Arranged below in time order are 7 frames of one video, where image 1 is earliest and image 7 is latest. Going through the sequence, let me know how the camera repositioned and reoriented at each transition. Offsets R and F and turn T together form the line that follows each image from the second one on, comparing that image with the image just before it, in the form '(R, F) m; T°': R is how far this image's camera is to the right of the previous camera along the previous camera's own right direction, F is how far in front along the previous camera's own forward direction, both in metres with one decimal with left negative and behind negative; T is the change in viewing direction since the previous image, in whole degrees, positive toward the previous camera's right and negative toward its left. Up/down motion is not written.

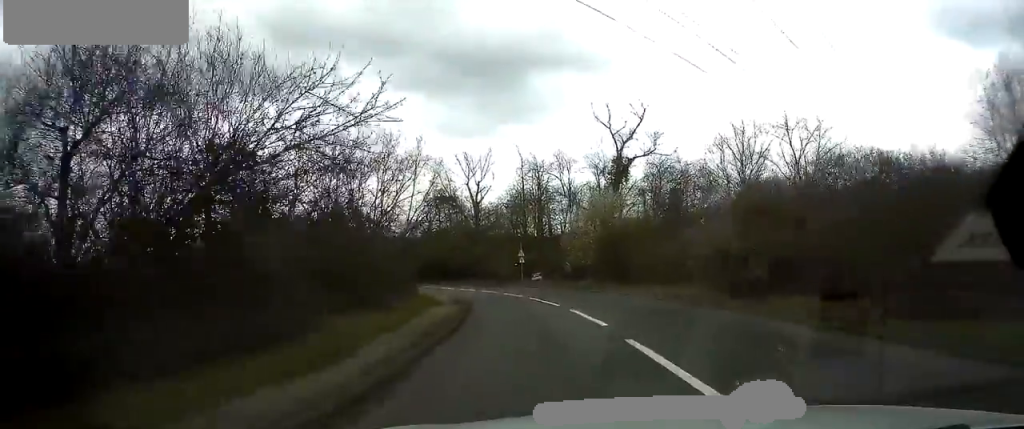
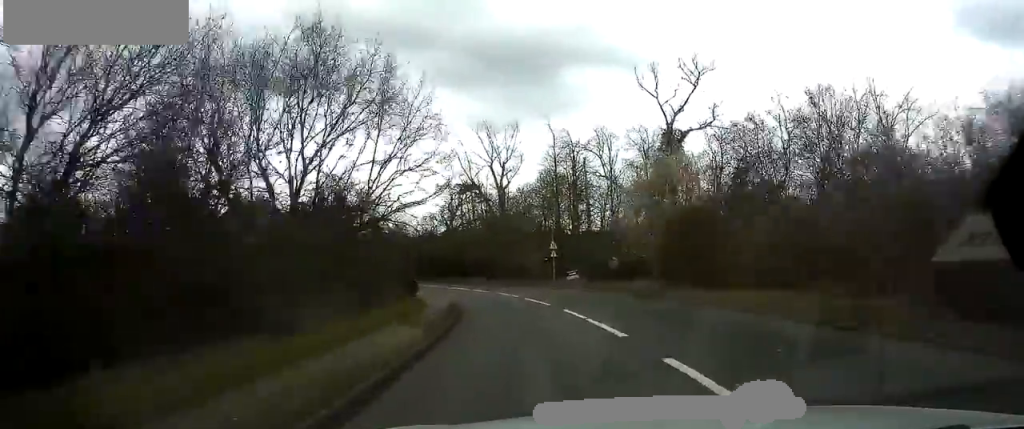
(+0.1, +11.8) m; -2°
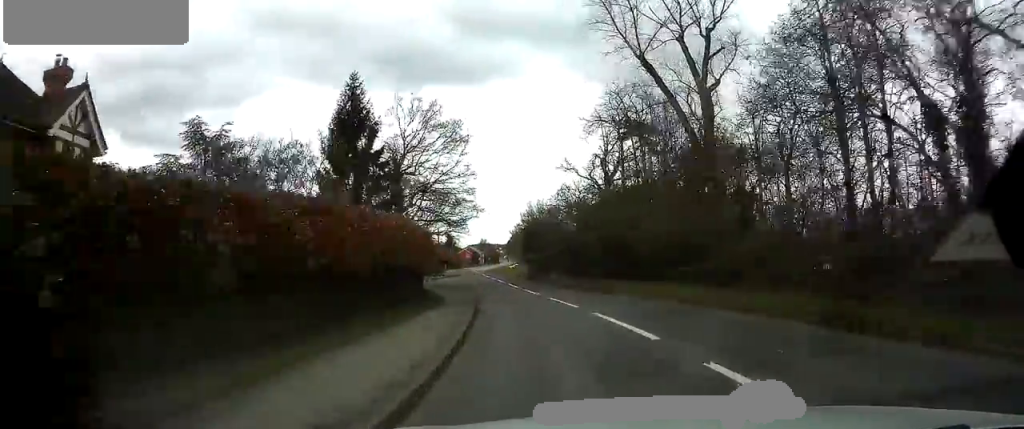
(-5.3, +39.3) m; -16°
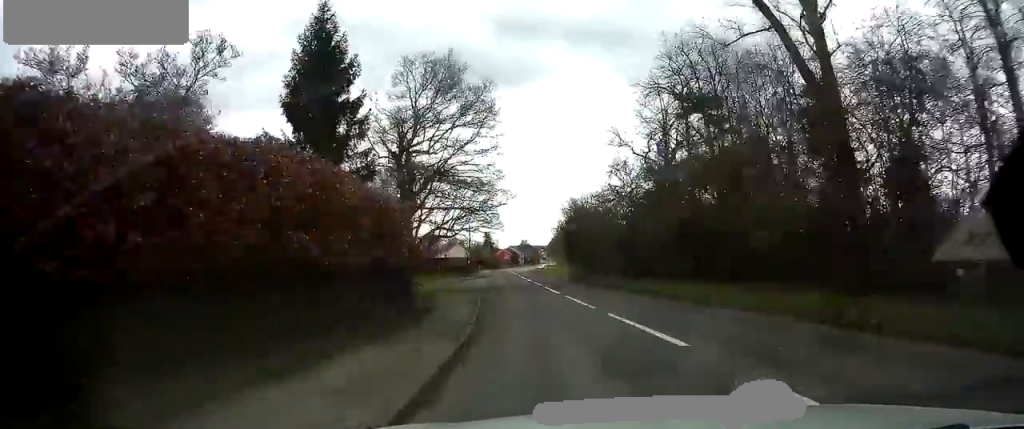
(-0.4, +10.8) m; -4°
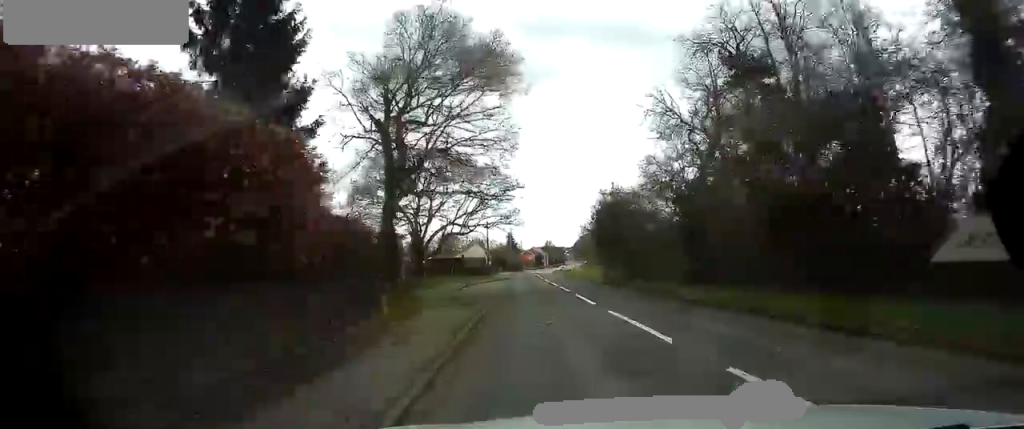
(-0.3, +8.6) m; -3°
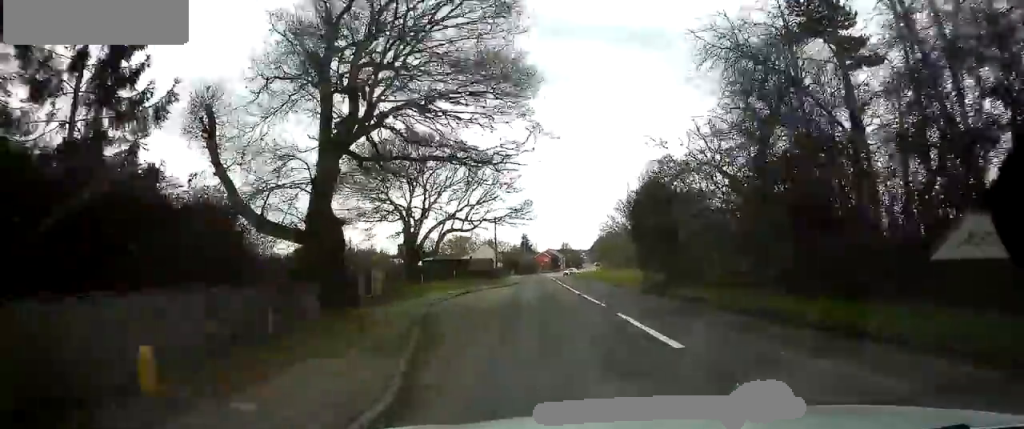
(-0.3, +10.6) m; -2°
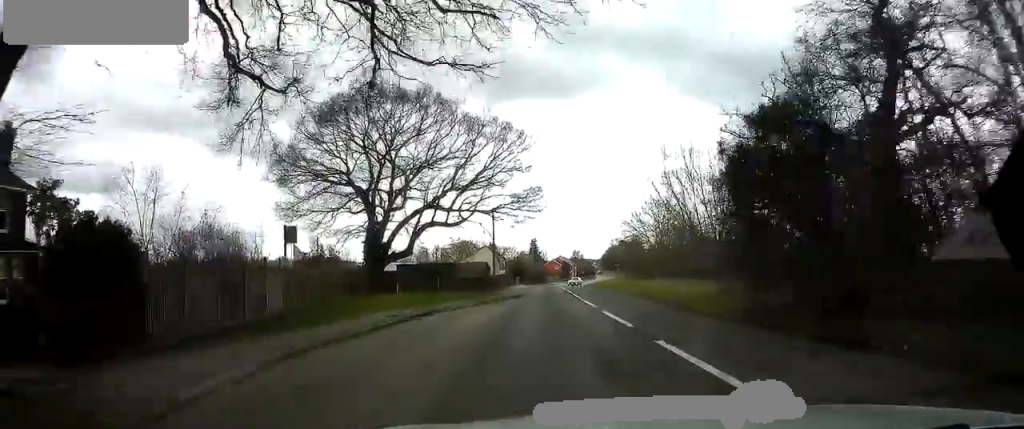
(-0.5, +14.5) m; -2°
